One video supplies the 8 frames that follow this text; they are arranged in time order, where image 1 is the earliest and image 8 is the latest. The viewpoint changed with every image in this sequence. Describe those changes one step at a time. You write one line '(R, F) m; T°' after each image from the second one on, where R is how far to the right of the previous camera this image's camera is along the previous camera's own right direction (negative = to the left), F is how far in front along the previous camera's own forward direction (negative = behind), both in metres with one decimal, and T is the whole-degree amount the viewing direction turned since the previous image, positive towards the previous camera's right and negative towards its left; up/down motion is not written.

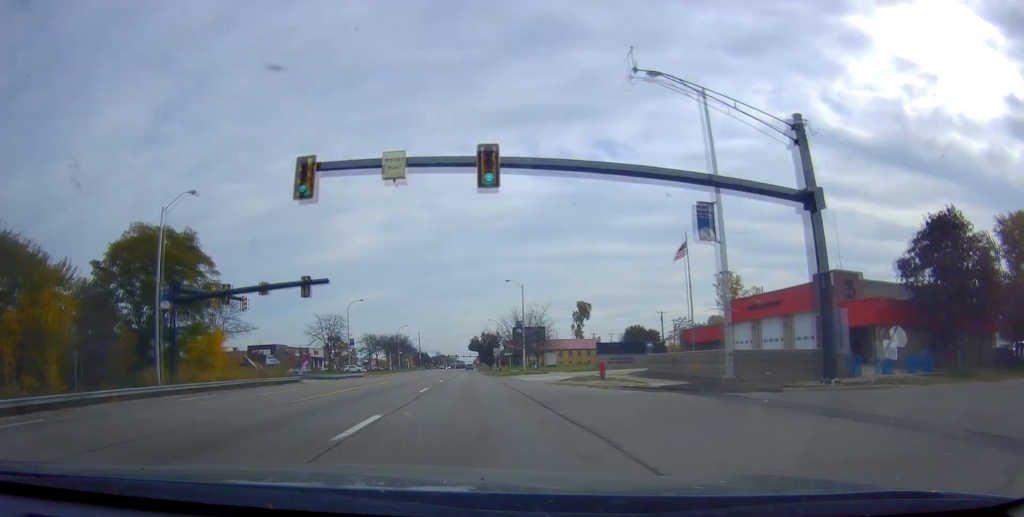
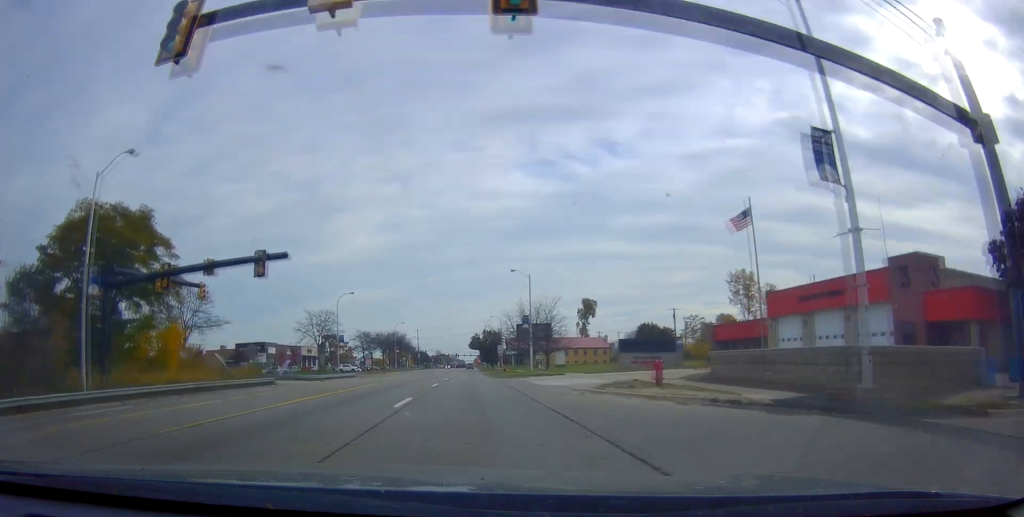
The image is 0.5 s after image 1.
(+0.1, +8.4) m; -1°
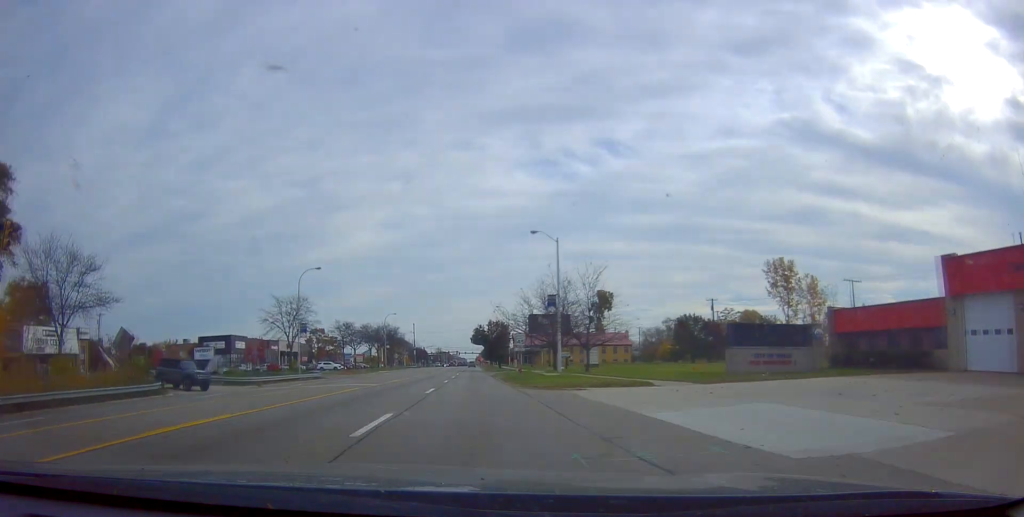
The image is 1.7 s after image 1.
(-0.6, +20.8) m; -2°
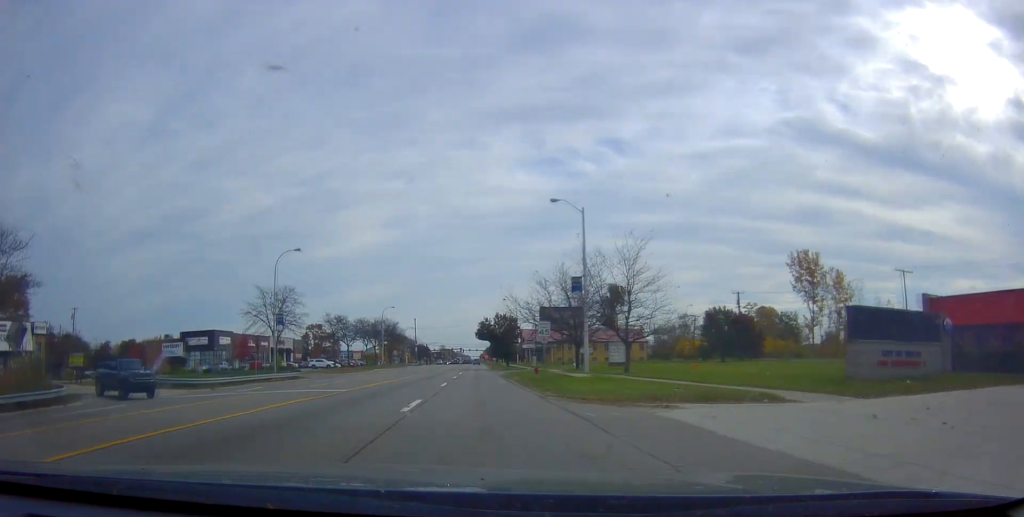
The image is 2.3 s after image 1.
(0.0, +10.1) m; 0°
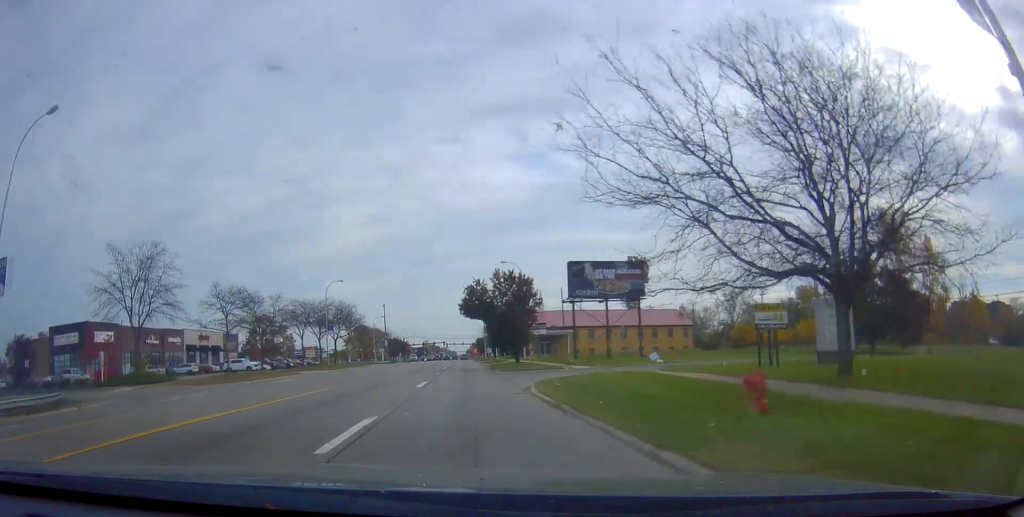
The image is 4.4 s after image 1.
(+1.0, +37.5) m; +2°
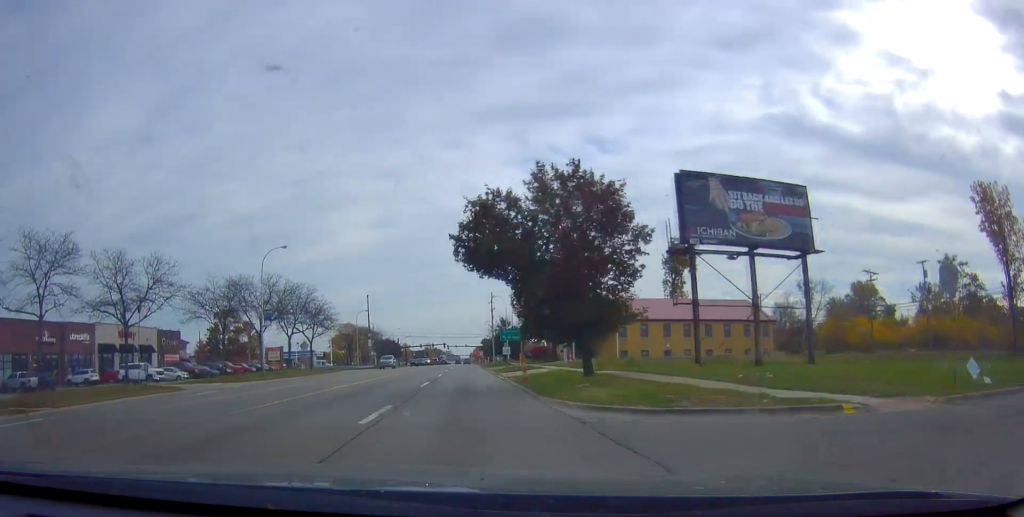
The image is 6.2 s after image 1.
(-0.2, +28.0) m; 0°
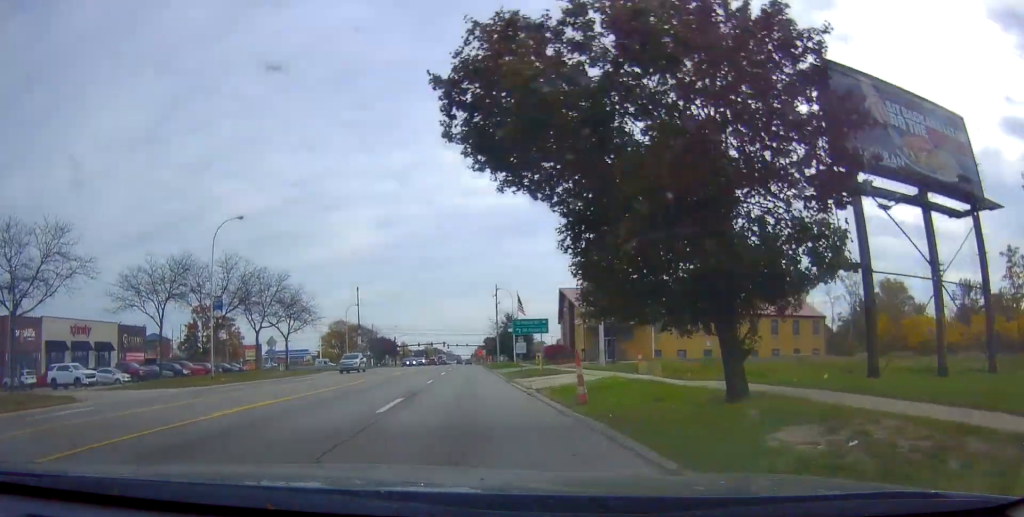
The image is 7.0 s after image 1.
(-0.2, +12.0) m; 0°
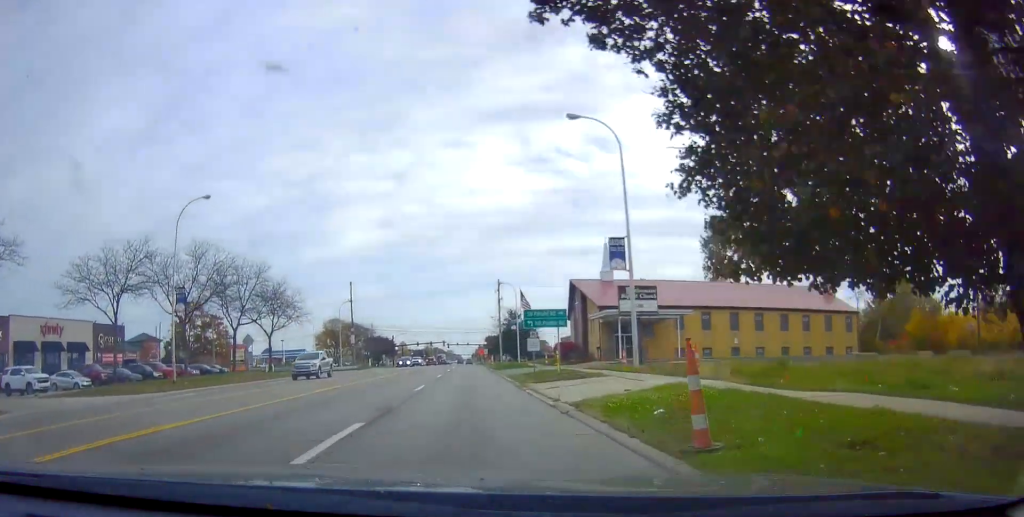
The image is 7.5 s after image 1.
(-0.2, +6.5) m; 0°
